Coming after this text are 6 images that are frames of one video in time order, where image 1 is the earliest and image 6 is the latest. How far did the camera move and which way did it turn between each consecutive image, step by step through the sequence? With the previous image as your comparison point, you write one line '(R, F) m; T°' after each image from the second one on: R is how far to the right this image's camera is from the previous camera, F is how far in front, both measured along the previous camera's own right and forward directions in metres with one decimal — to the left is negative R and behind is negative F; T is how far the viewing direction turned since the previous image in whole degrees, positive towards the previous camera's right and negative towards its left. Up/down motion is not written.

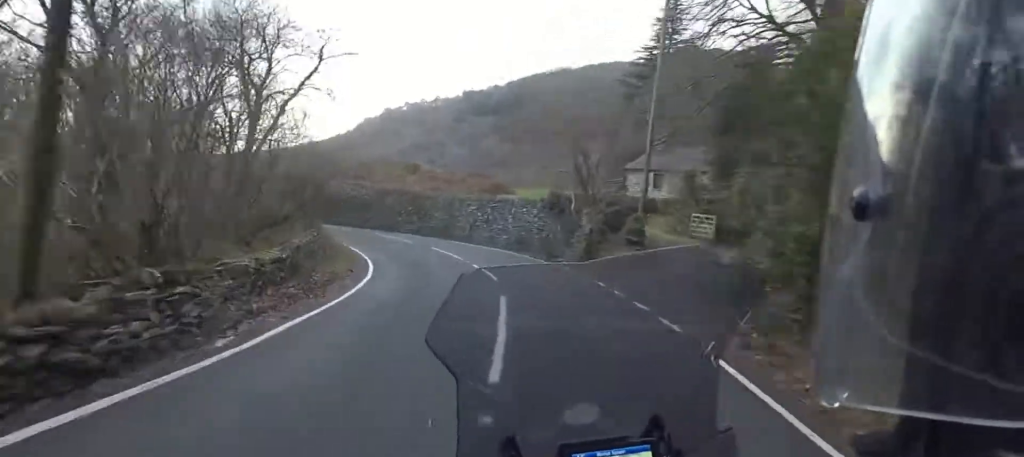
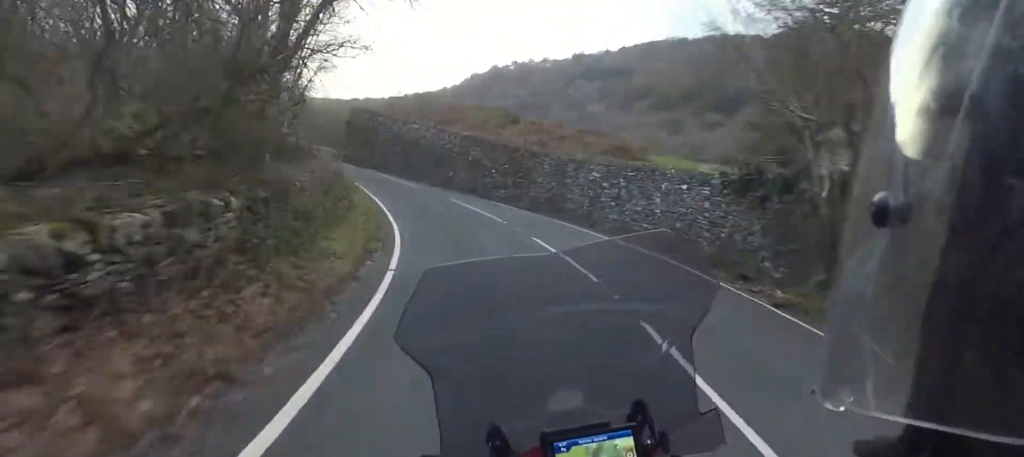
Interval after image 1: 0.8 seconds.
(-1.2, +13.3) m; -11°
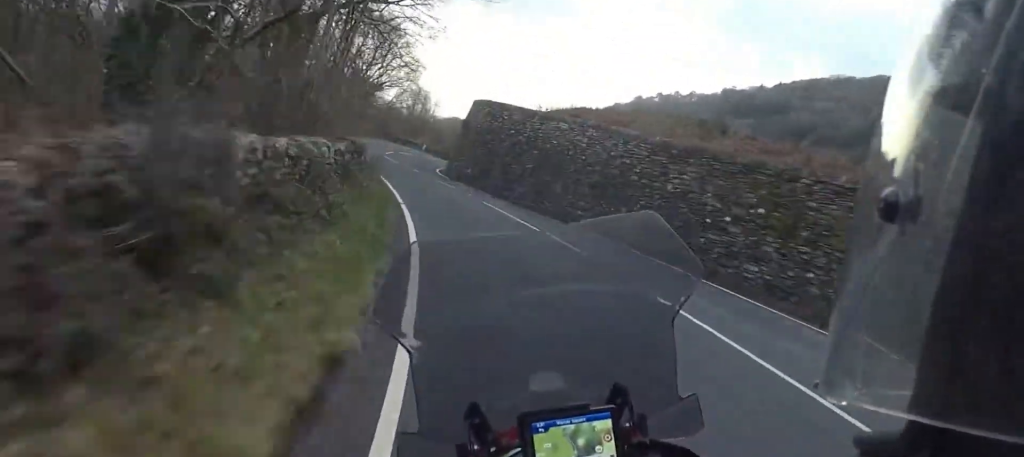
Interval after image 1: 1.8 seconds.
(-2.4, +16.8) m; -8°
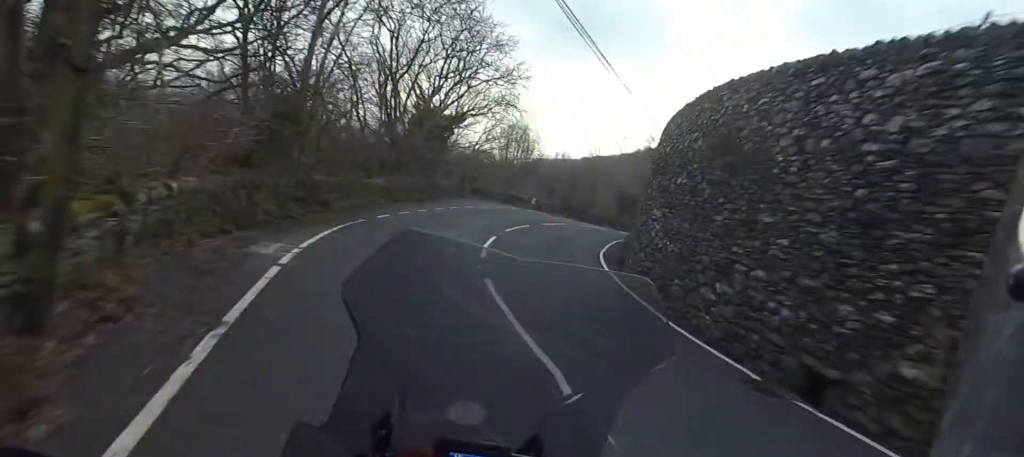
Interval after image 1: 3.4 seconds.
(+1.0, +24.4) m; +8°
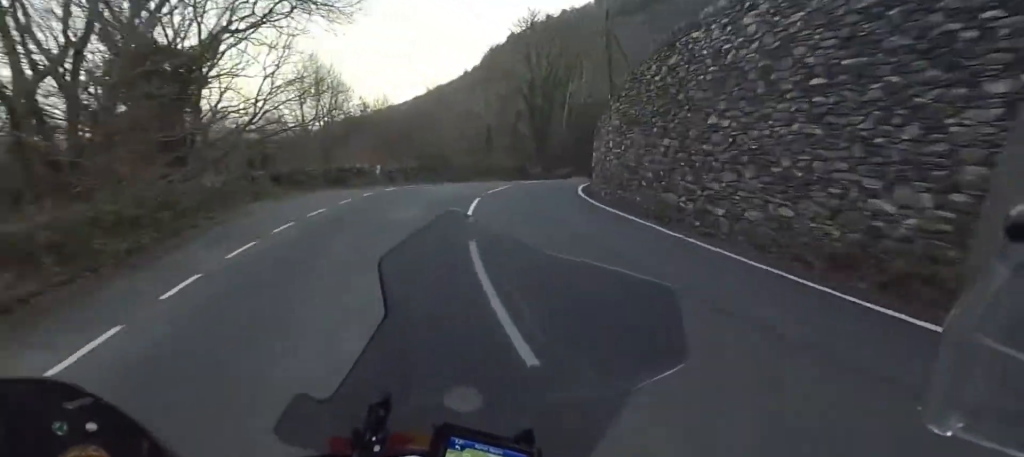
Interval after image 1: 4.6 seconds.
(+1.9, +19.2) m; +16°
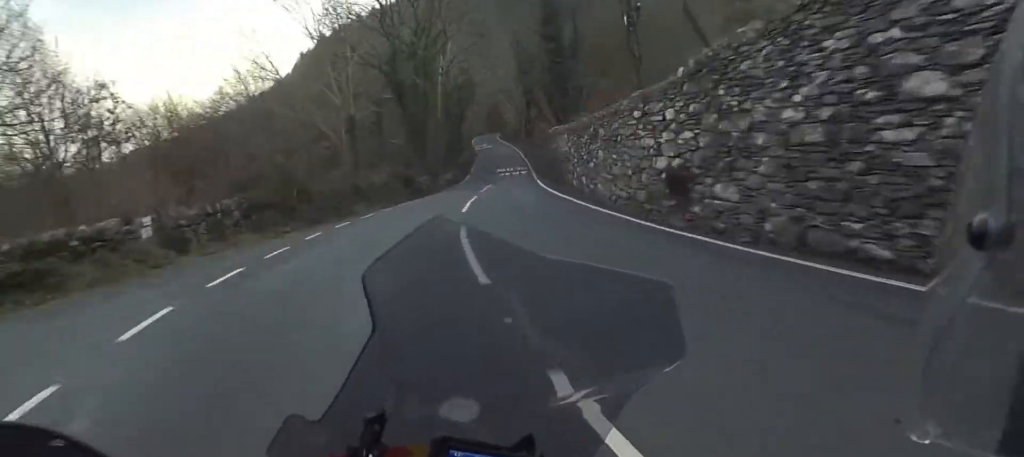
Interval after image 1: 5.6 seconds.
(+2.5, +16.9) m; +12°
